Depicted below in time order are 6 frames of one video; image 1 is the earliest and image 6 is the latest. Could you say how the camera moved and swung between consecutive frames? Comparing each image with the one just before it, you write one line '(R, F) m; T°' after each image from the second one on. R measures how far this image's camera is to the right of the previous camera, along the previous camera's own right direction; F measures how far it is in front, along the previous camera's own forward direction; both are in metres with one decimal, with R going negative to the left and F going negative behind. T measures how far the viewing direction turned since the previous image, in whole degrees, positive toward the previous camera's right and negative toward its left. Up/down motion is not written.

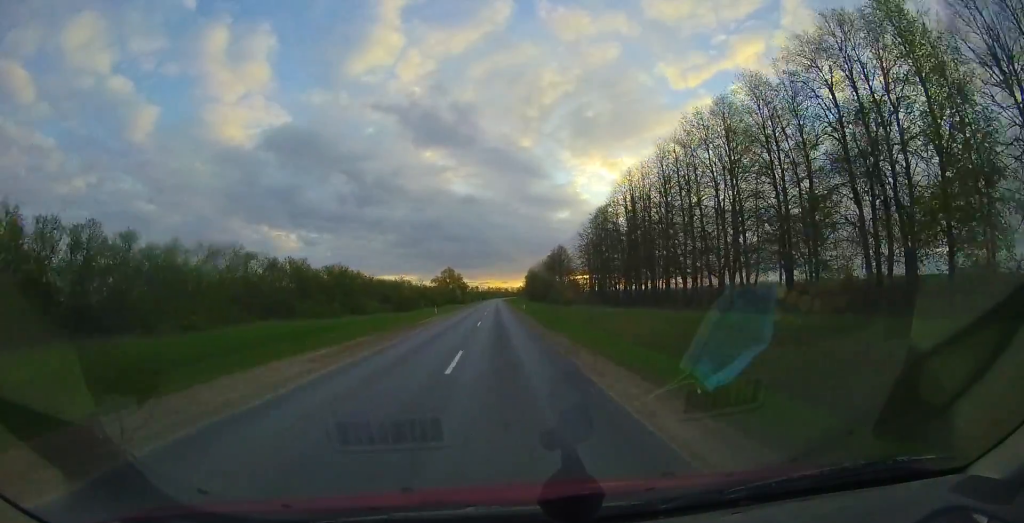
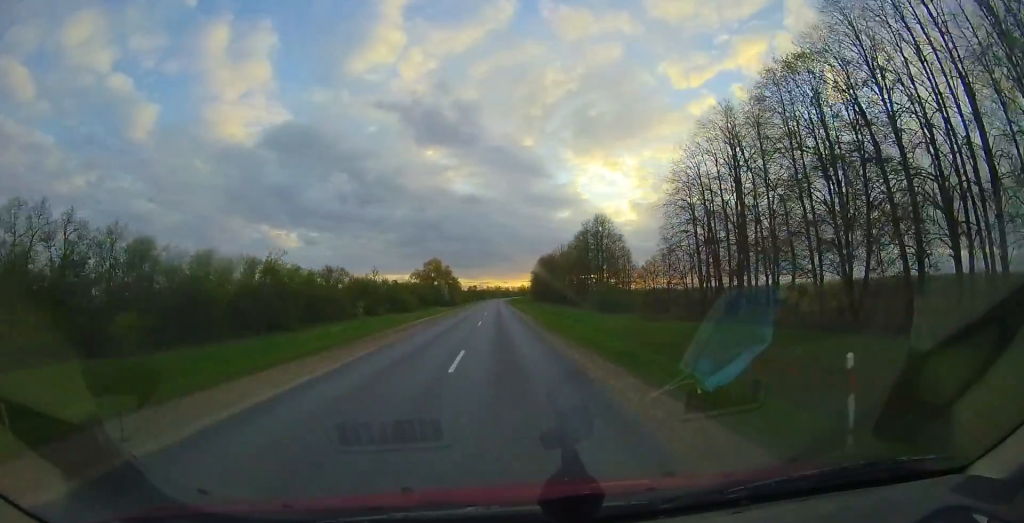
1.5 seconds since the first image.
(+0.2, +35.8) m; +1°
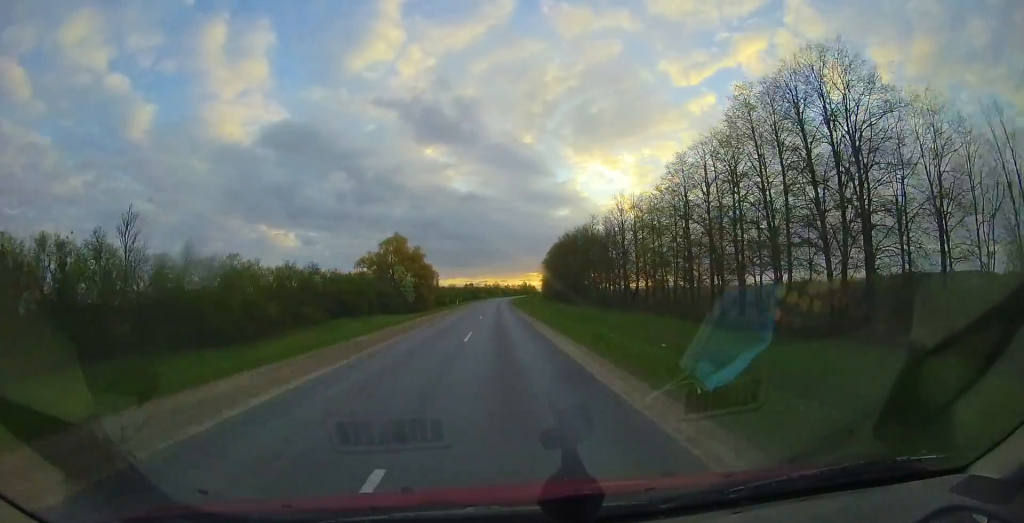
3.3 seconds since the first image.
(+1.0, +43.4) m; +1°
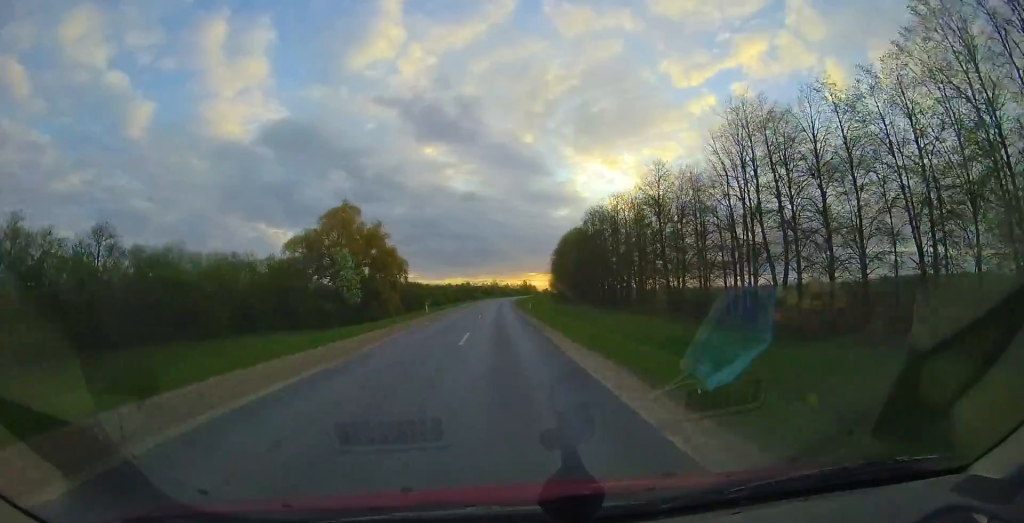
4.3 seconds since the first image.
(-0.4, +24.4) m; -1°
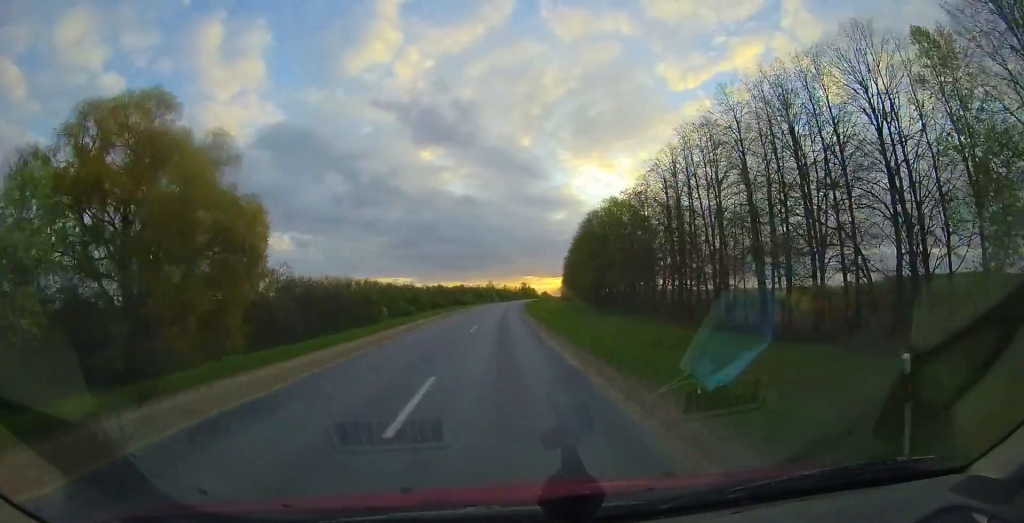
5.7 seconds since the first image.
(+0.4, +31.7) m; +2°
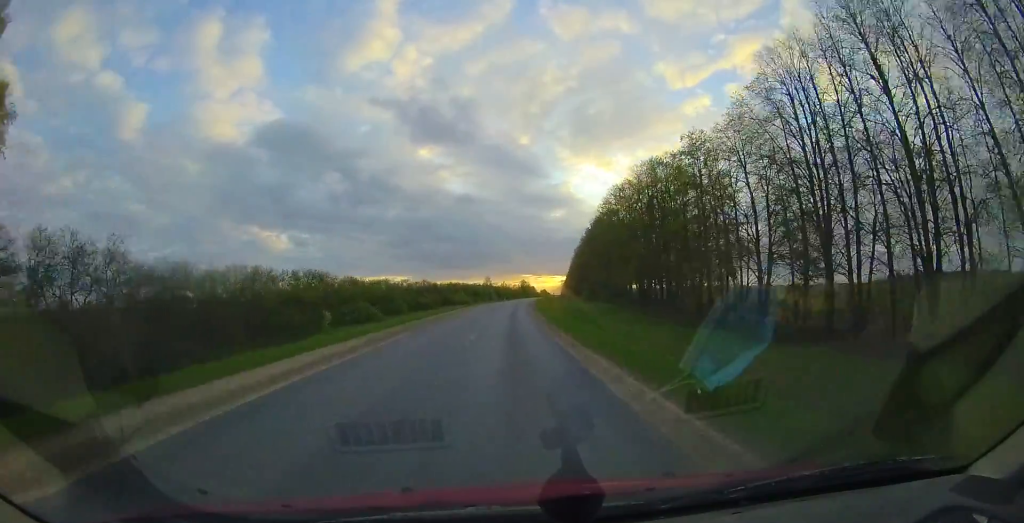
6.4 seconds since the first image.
(+0.4, +16.9) m; 0°
